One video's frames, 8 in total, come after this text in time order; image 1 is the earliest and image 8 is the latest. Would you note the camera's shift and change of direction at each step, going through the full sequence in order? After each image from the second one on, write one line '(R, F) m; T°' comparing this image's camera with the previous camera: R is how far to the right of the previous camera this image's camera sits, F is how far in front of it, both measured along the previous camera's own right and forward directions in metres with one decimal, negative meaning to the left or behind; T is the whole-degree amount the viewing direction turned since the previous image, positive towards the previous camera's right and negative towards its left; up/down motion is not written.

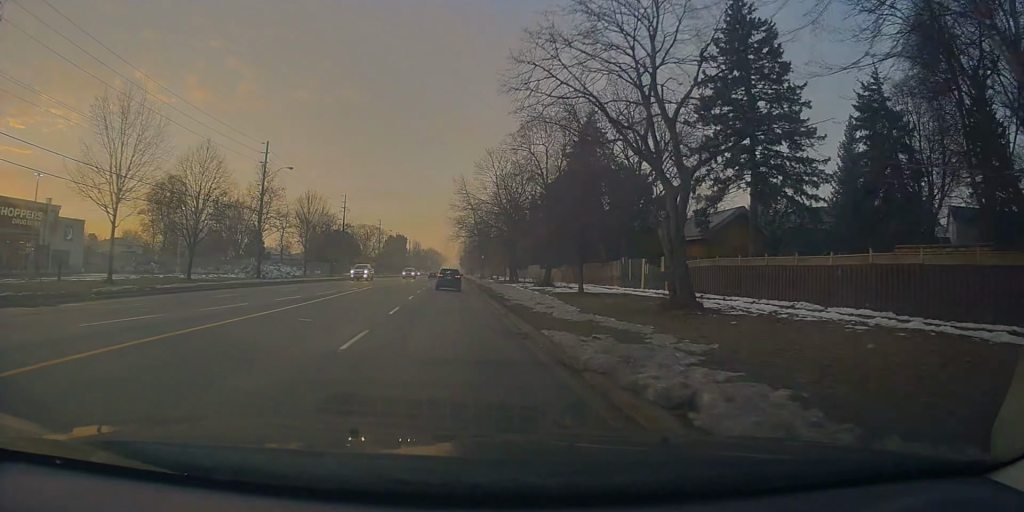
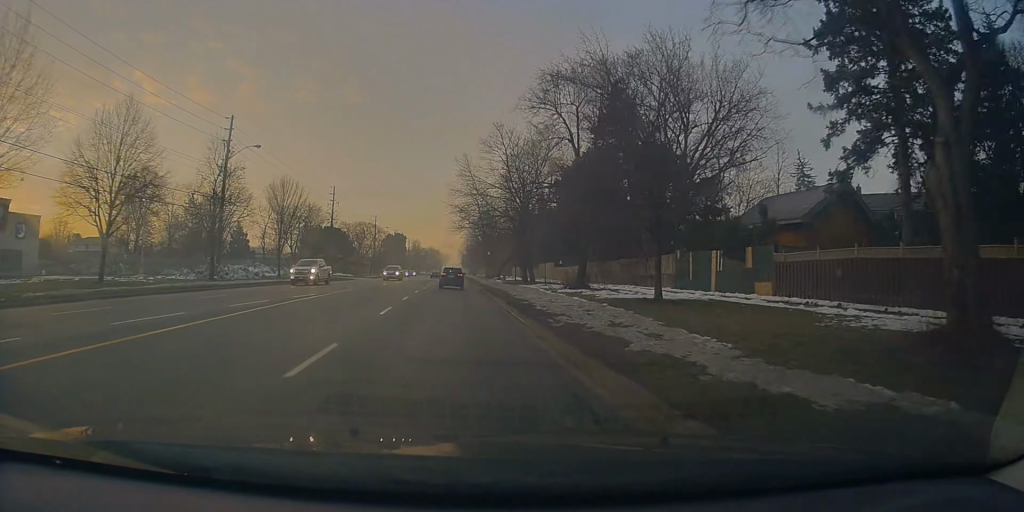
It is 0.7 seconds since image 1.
(0.0, +10.9) m; -1°
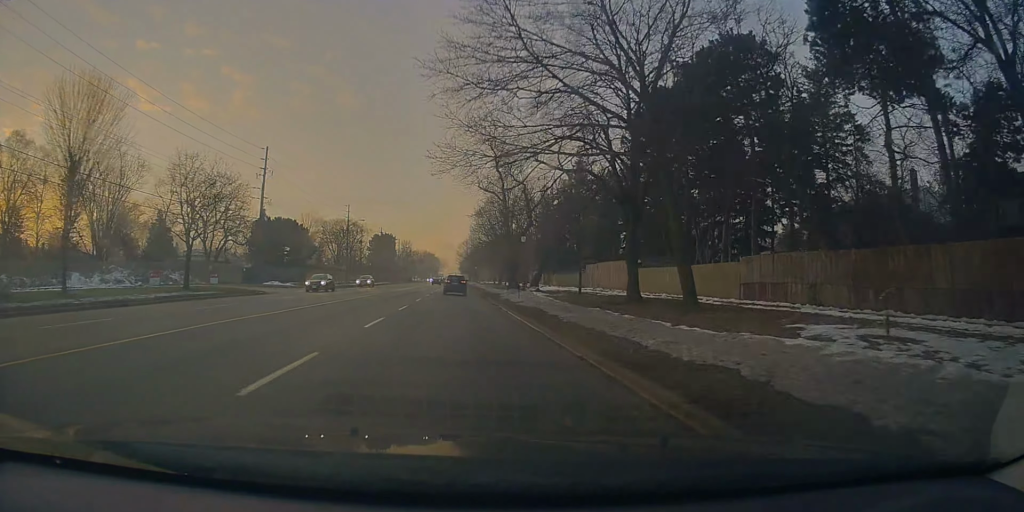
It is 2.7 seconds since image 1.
(-0.1, +34.1) m; 0°
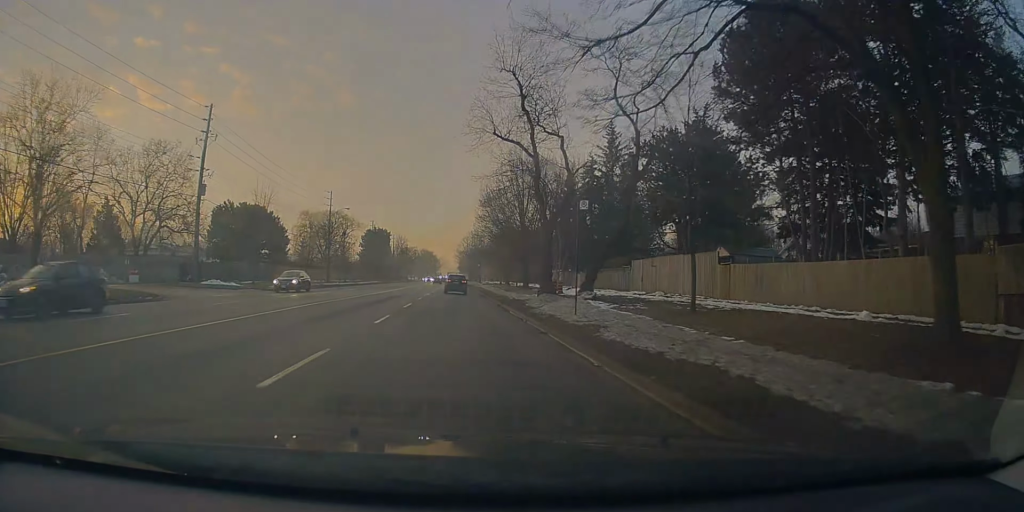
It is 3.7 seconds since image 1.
(-0.2, +15.5) m; +1°
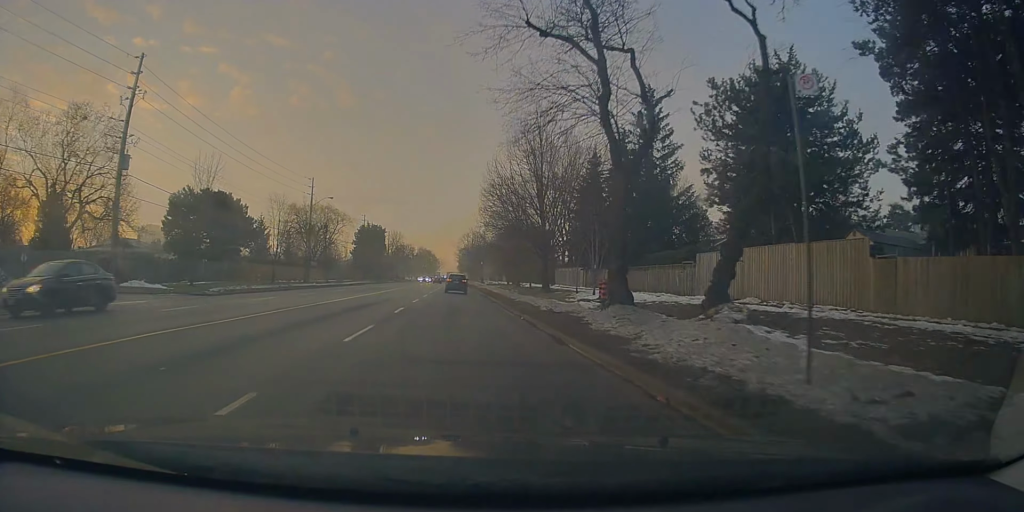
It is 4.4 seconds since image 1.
(+0.2, +12.2) m; 0°
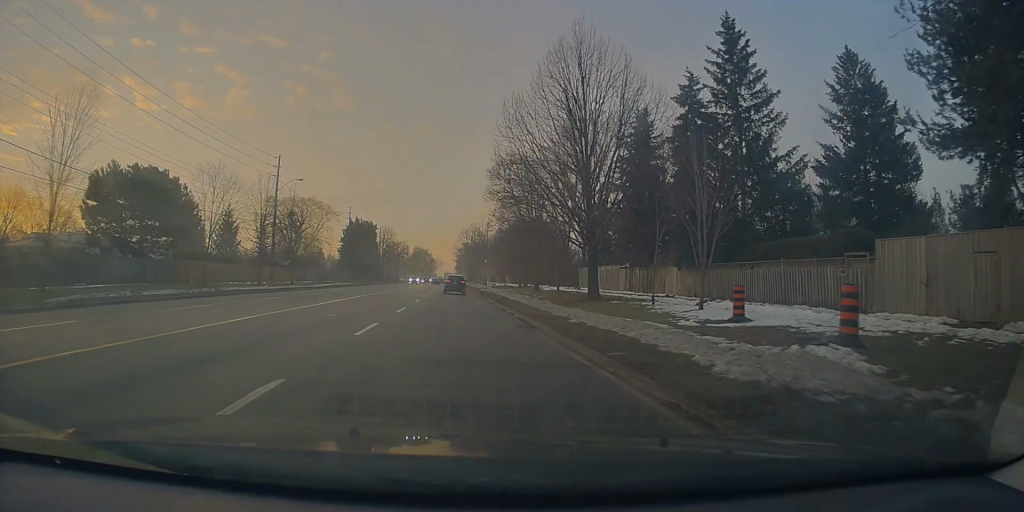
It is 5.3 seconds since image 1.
(+0.2, +15.6) m; -1°
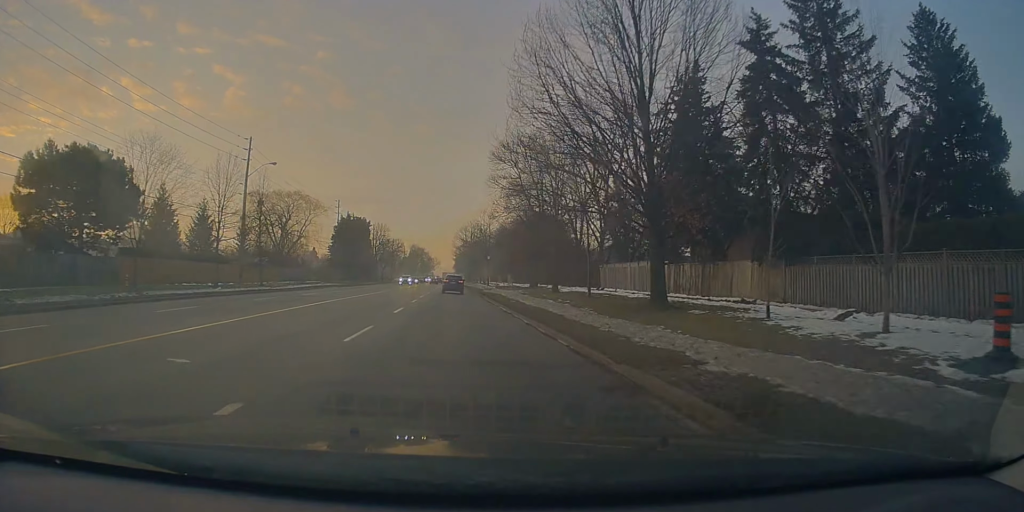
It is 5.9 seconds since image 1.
(-0.3, +9.5) m; -2°
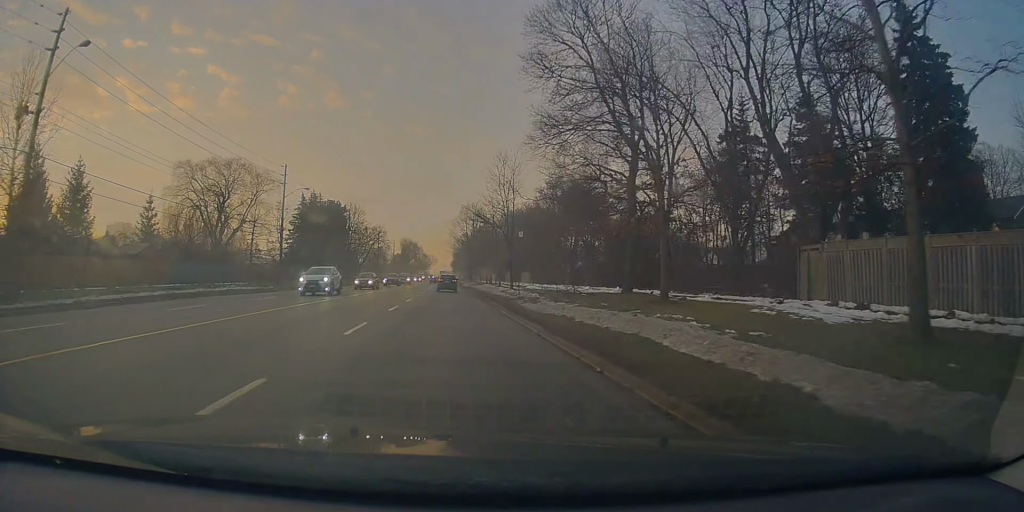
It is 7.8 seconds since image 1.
(+0.7, +32.0) m; +3°
